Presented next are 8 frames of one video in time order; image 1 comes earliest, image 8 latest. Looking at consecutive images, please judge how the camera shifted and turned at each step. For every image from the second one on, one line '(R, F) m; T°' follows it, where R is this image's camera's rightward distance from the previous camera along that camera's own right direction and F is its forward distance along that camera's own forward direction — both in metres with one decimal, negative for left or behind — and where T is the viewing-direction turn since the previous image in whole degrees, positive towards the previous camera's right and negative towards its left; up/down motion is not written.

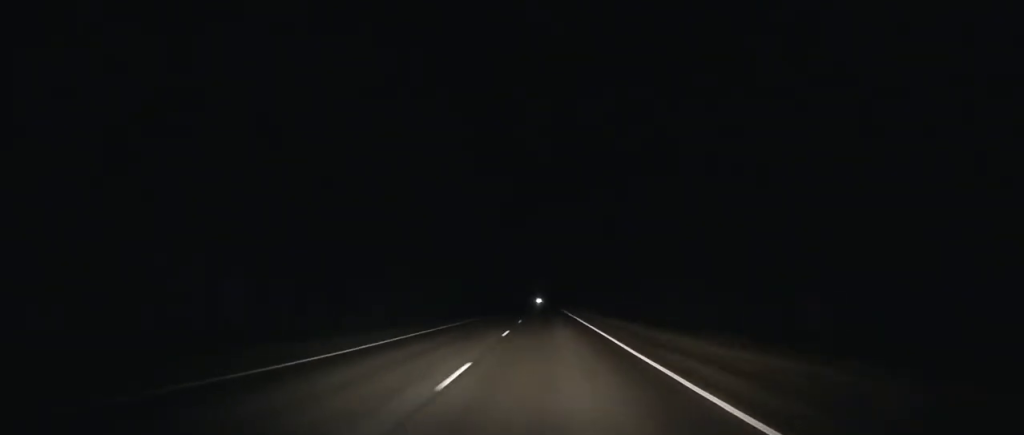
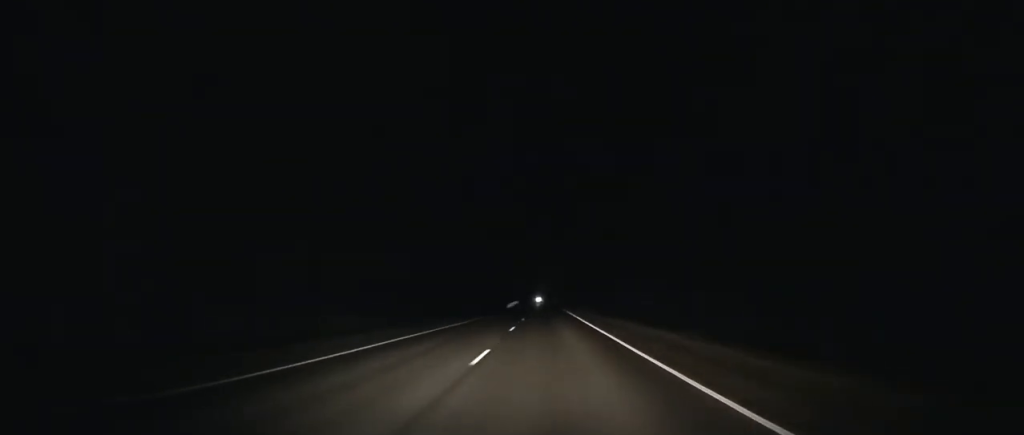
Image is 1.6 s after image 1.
(-0.1, +43.7) m; 0°
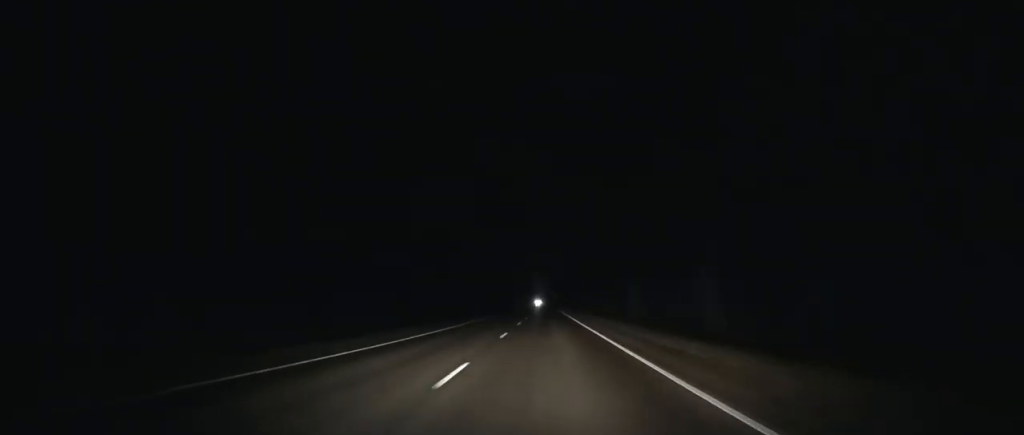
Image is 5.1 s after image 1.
(+0.1, +100.3) m; 0°
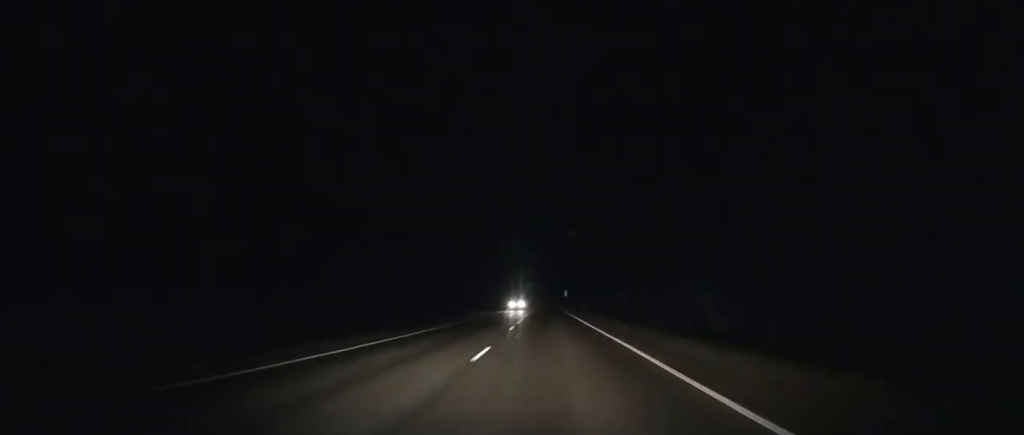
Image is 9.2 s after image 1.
(-0.1, +119.1) m; 0°
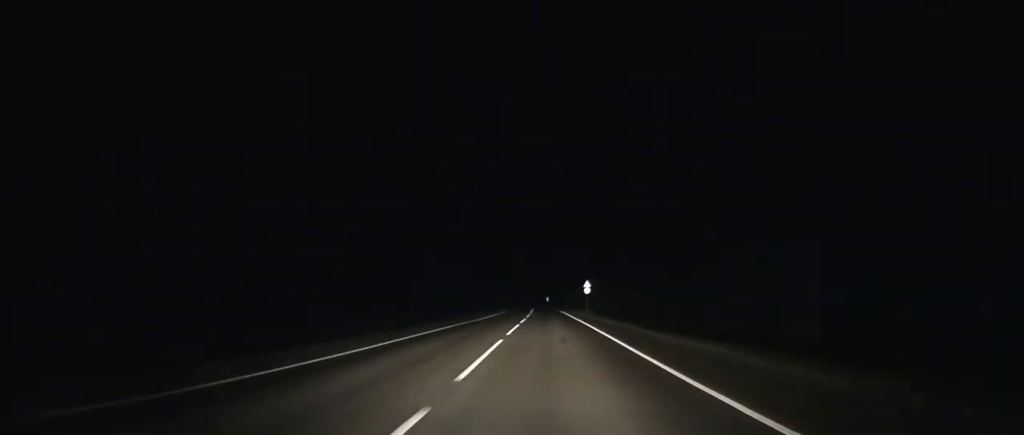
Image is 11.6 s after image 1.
(-0.3, +68.2) m; 0°
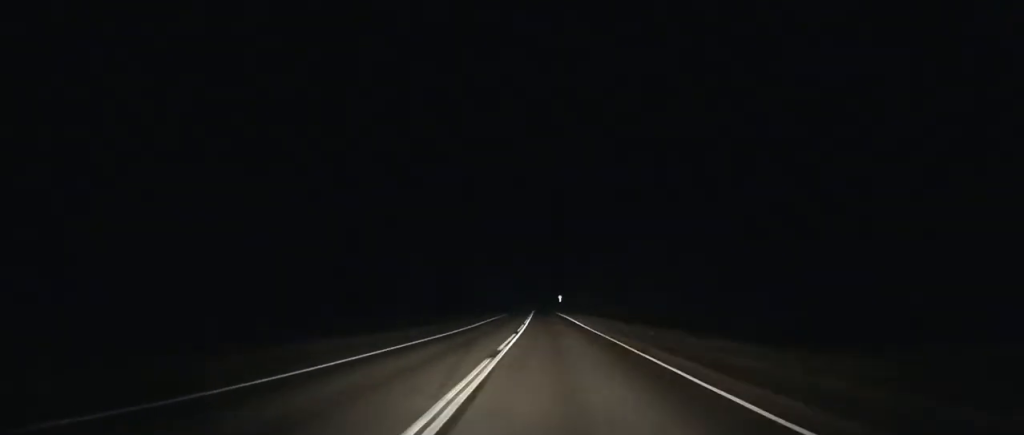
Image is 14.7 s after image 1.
(0.0, +85.5) m; 0°
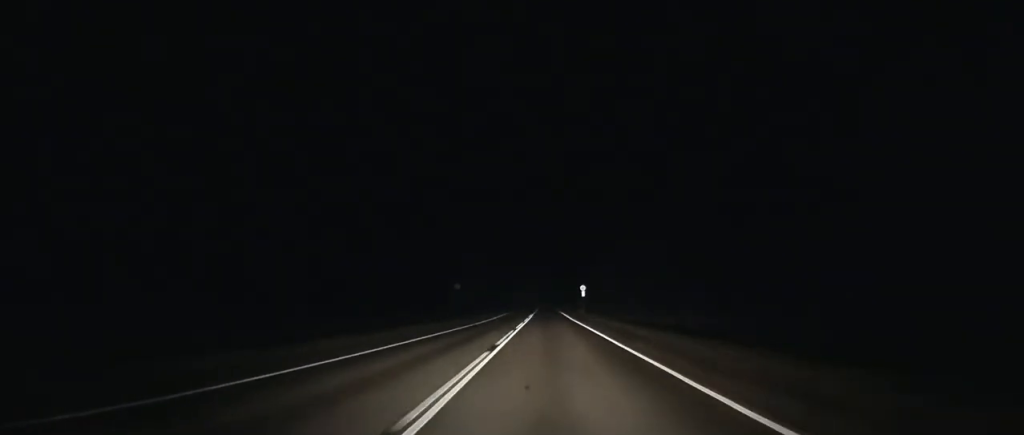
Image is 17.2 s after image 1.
(-0.2, +68.0) m; -1°
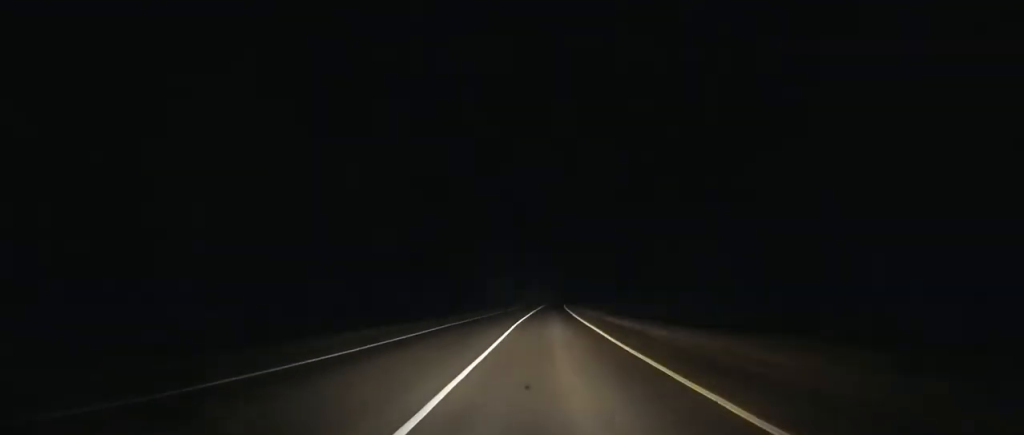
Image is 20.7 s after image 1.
(-0.6, +98.5) m; 0°
